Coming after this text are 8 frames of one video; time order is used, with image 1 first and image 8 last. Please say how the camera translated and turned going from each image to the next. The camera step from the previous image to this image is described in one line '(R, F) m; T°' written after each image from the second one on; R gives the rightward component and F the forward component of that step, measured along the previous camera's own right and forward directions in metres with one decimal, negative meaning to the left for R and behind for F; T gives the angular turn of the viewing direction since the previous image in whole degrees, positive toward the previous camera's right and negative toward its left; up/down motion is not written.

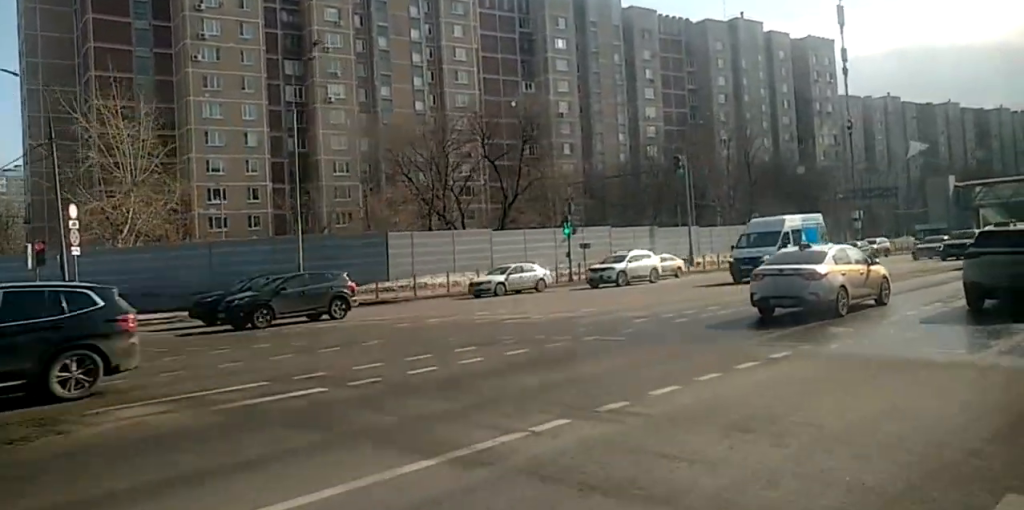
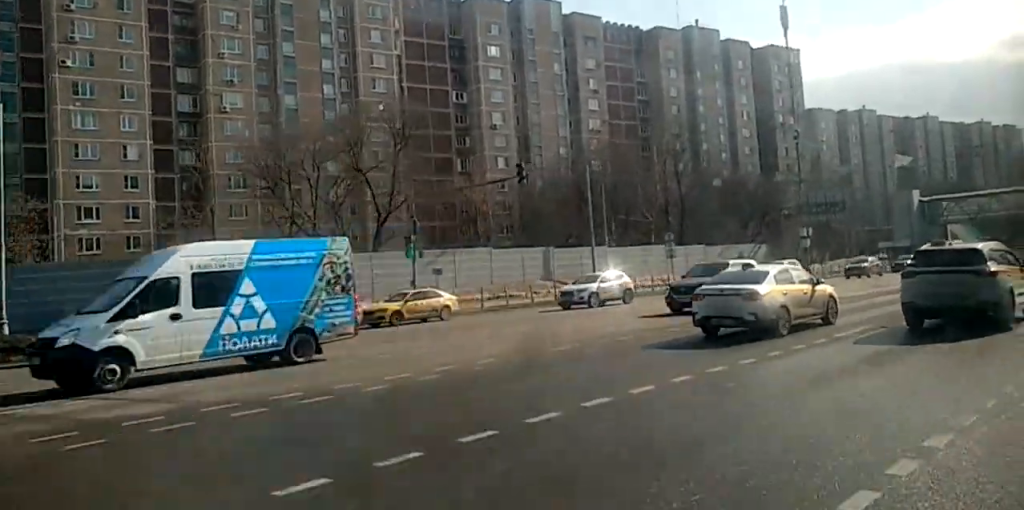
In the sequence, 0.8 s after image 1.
(-0.5, +10.8) m; -1°
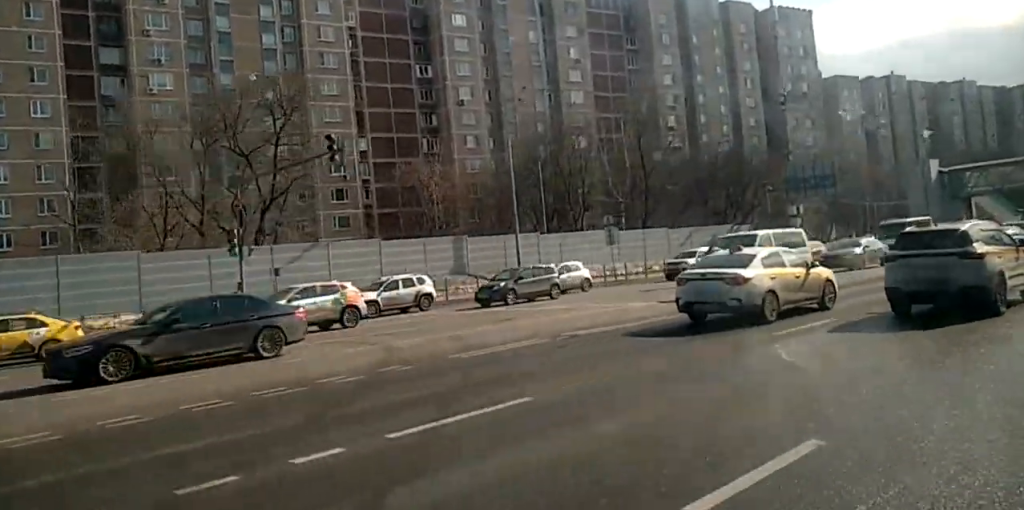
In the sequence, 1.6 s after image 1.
(+0.2, +10.9) m; 0°
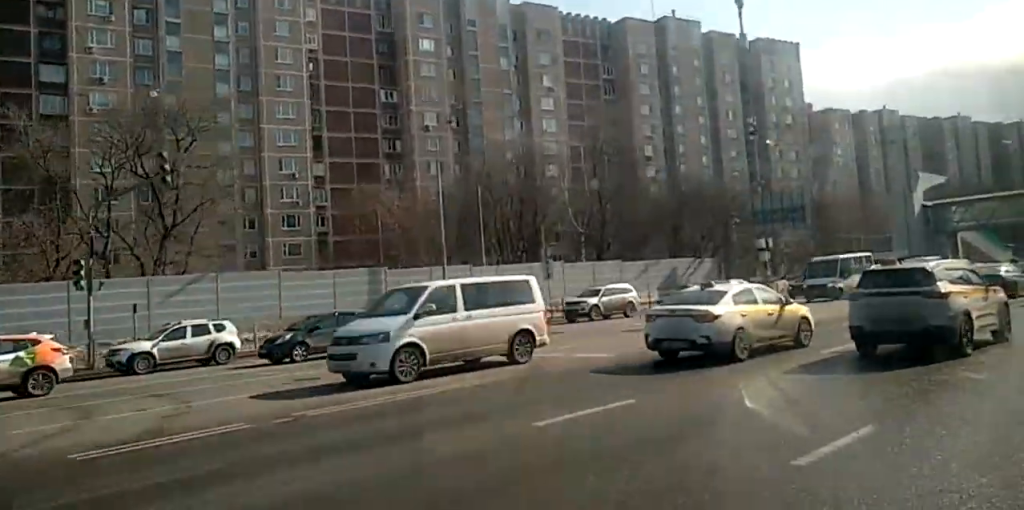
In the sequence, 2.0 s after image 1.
(+0.1, +5.5) m; 0°
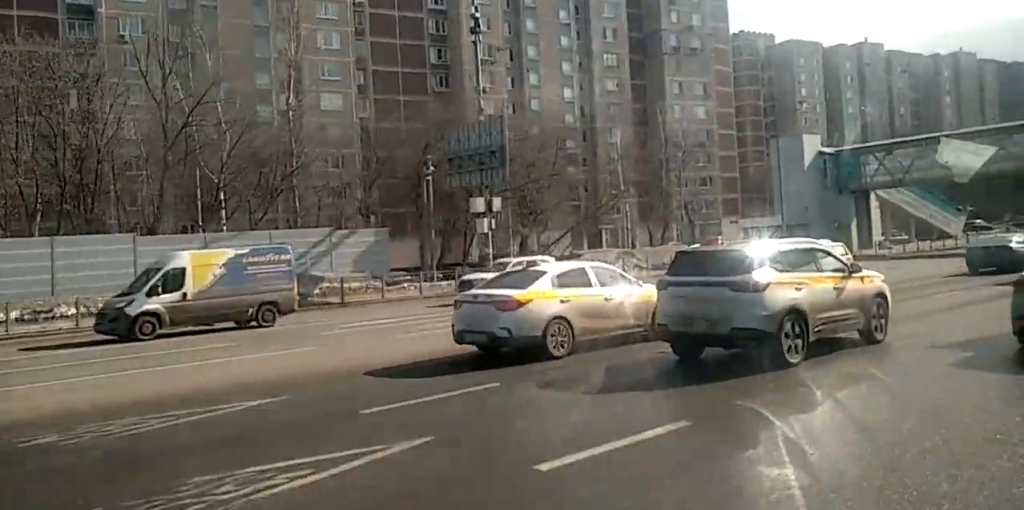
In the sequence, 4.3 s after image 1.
(-1.3, +34.3) m; -3°
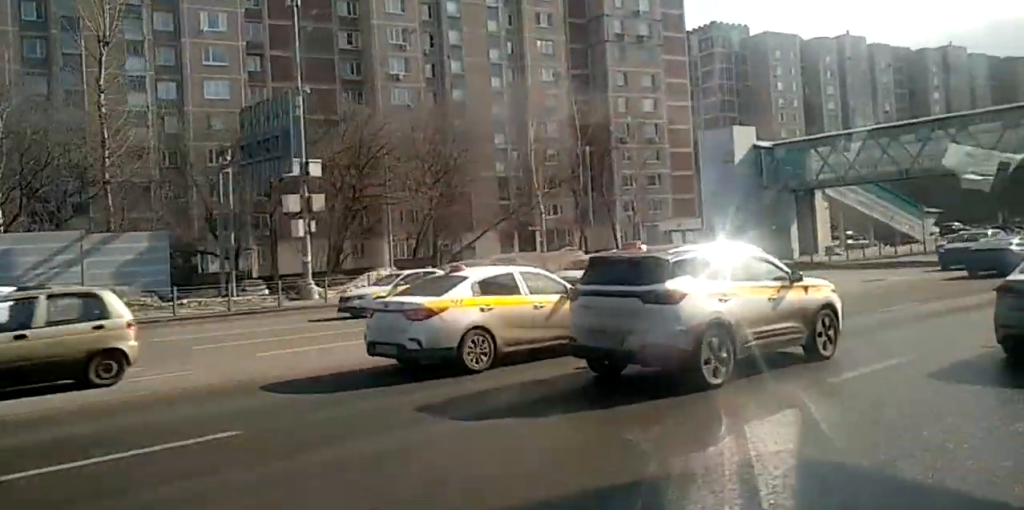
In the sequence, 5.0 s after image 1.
(-0.1, +11.3) m; 0°
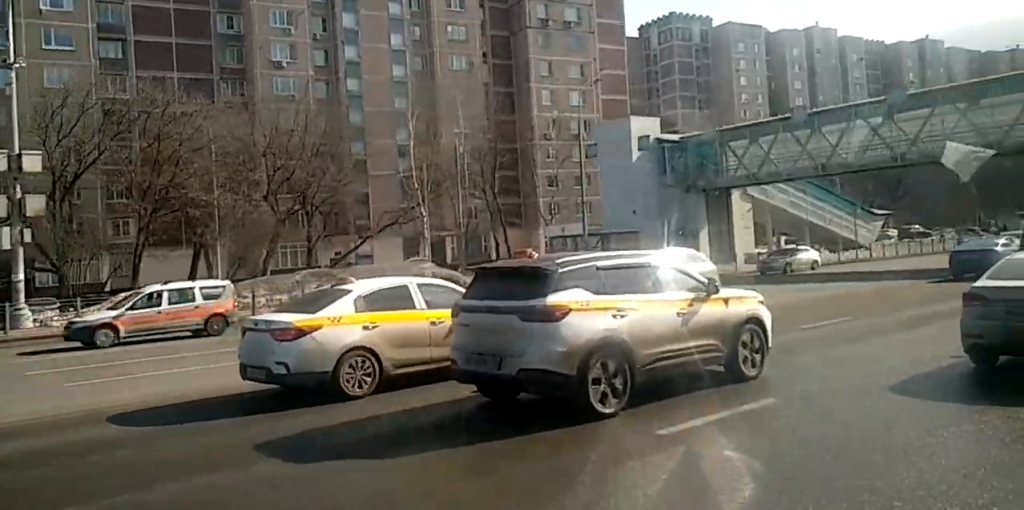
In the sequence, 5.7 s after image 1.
(0.0, +10.2) m; 0°
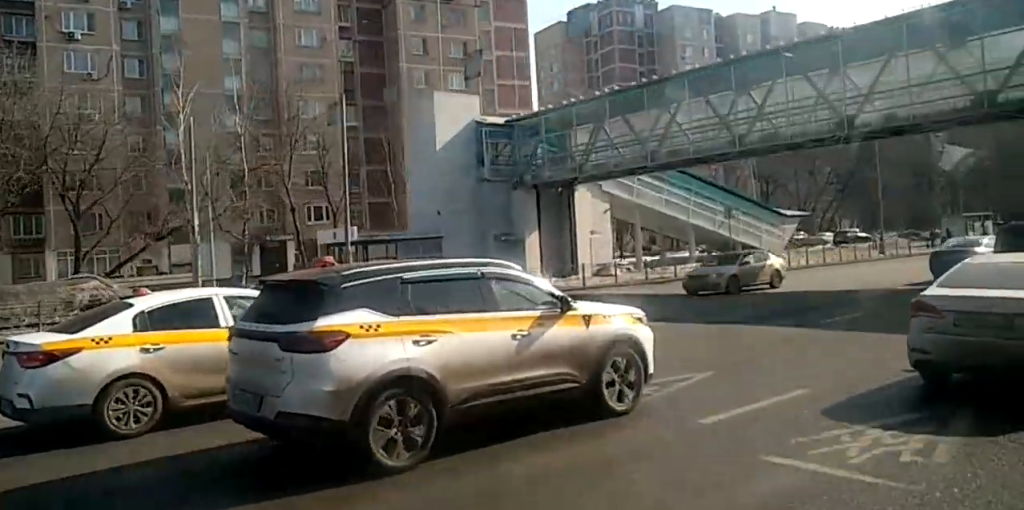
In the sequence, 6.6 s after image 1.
(+0.1, +14.2) m; 0°
